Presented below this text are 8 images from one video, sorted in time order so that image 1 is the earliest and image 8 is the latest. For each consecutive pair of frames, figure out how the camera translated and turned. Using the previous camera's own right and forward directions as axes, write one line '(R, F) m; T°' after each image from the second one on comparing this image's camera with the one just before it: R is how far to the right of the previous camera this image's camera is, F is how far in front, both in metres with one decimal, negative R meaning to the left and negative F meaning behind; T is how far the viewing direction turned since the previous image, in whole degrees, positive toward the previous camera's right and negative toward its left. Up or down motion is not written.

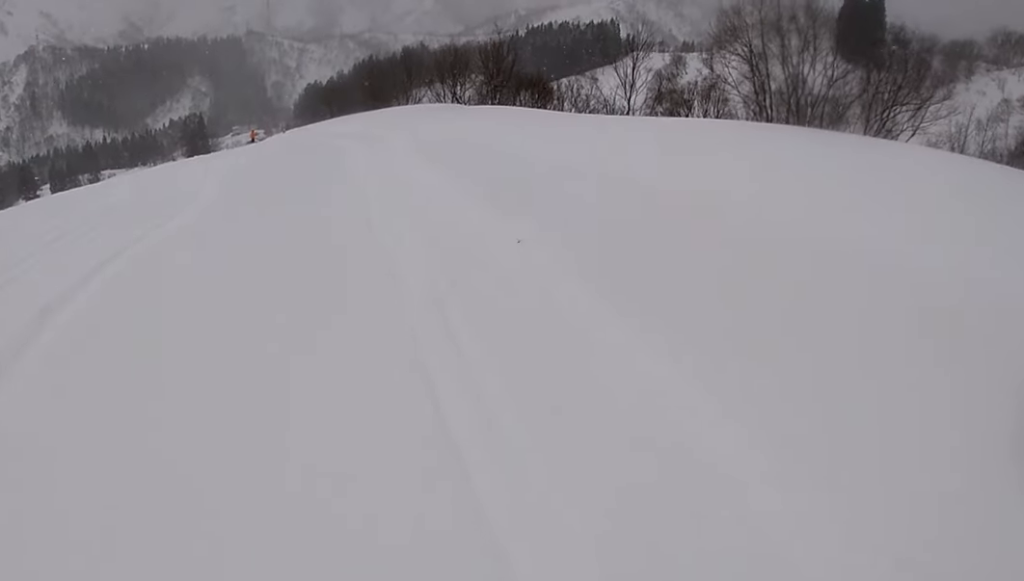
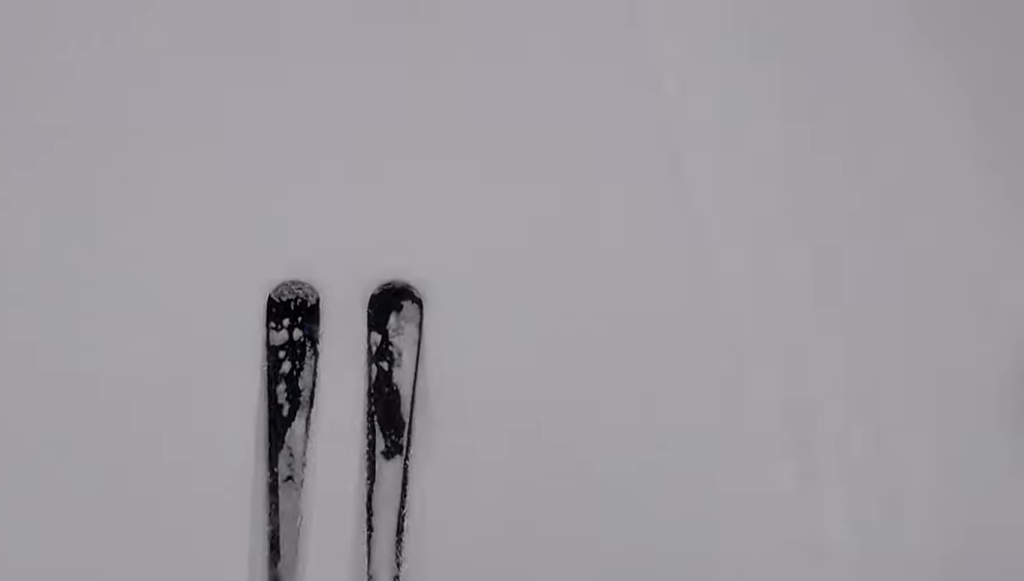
(-1.2, +6.1) m; 0°
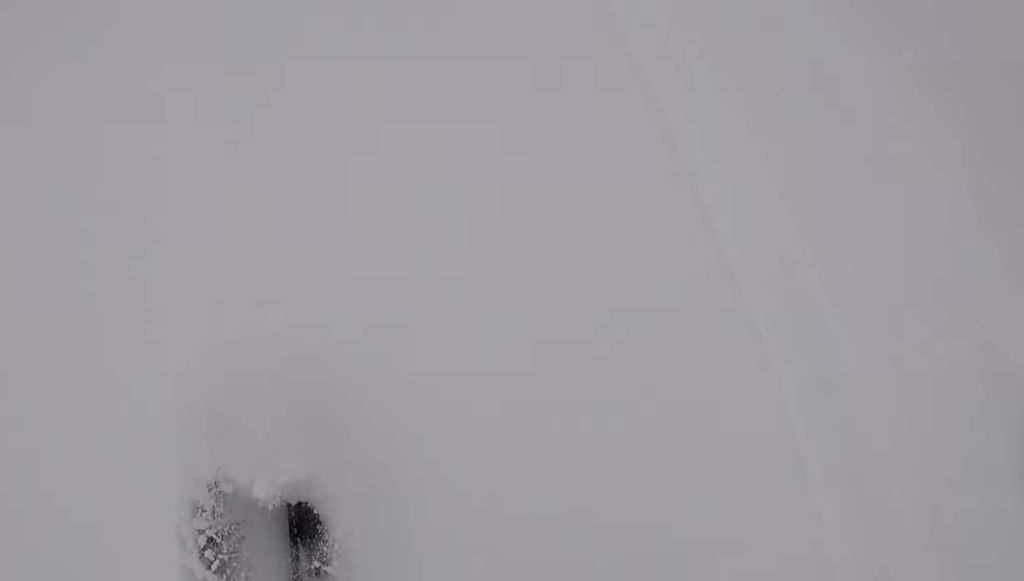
(+0.6, +3.5) m; +4°
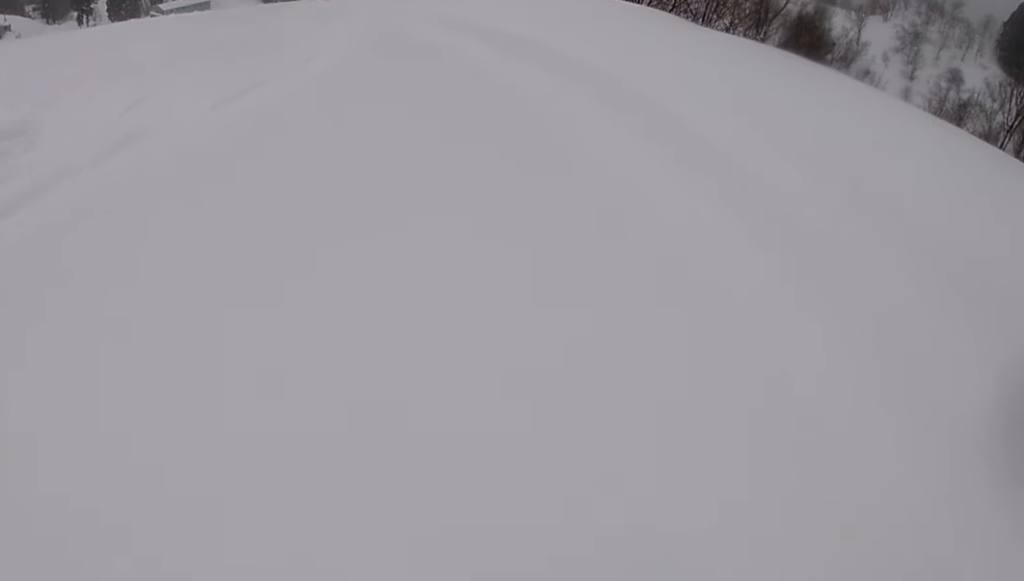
(+0.3, +8.2) m; -12°
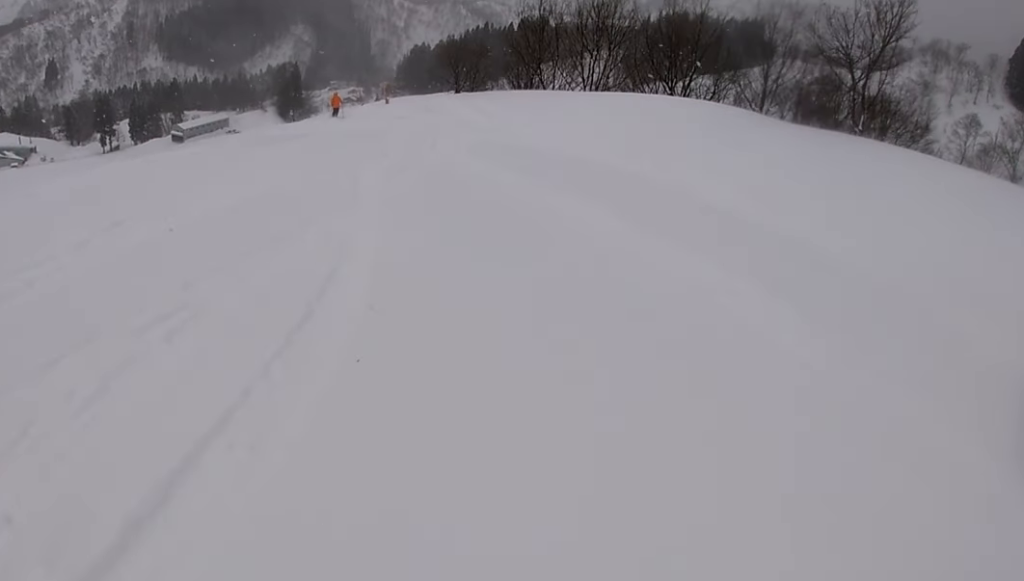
(-0.8, +4.9) m; +1°
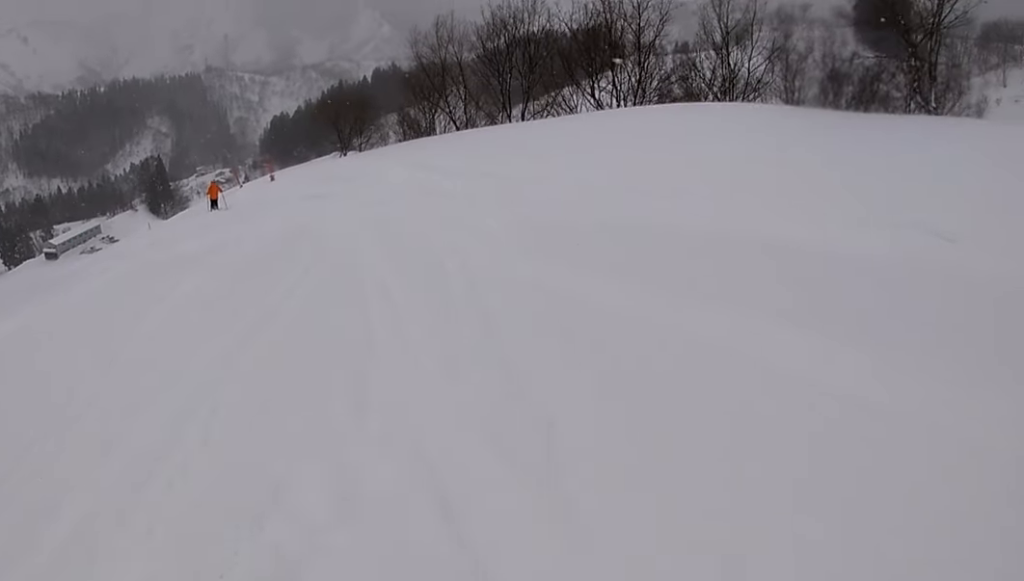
(+1.6, +6.8) m; +18°
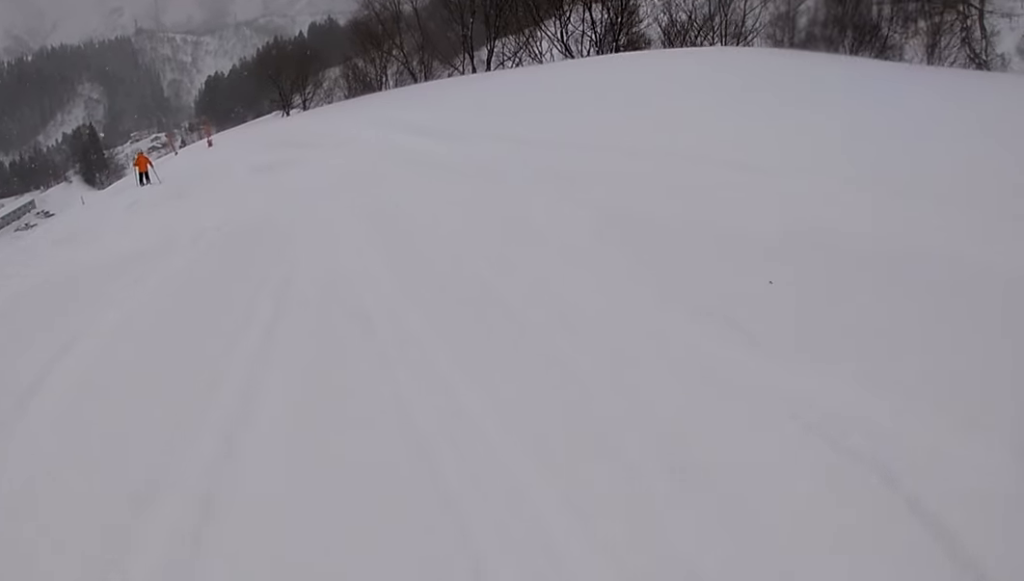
(+0.3, +2.8) m; 0°
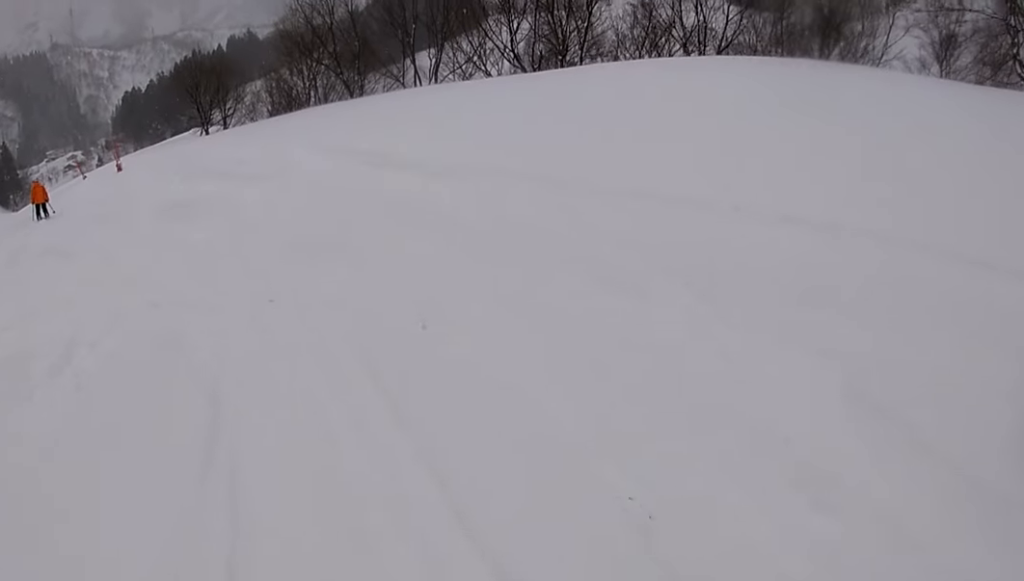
(-0.4, +3.1) m; +4°
